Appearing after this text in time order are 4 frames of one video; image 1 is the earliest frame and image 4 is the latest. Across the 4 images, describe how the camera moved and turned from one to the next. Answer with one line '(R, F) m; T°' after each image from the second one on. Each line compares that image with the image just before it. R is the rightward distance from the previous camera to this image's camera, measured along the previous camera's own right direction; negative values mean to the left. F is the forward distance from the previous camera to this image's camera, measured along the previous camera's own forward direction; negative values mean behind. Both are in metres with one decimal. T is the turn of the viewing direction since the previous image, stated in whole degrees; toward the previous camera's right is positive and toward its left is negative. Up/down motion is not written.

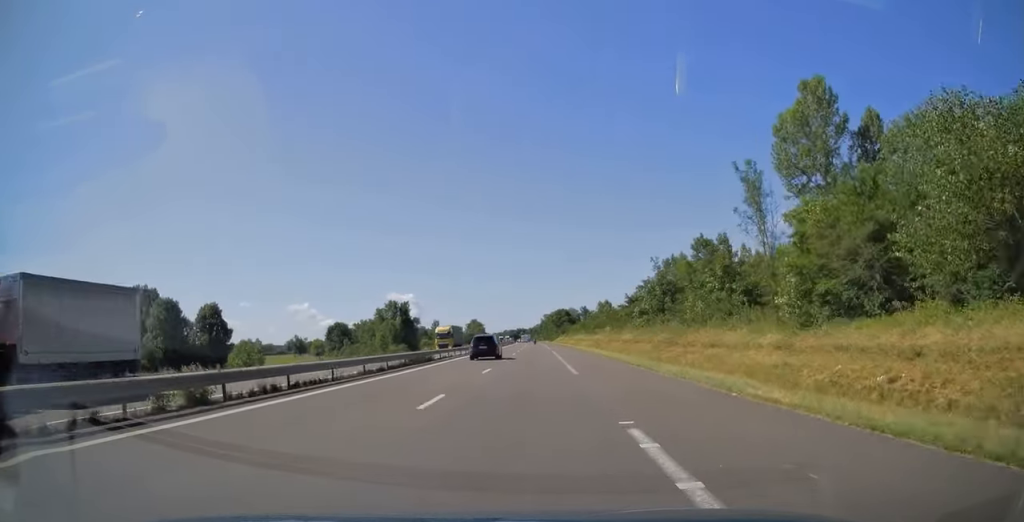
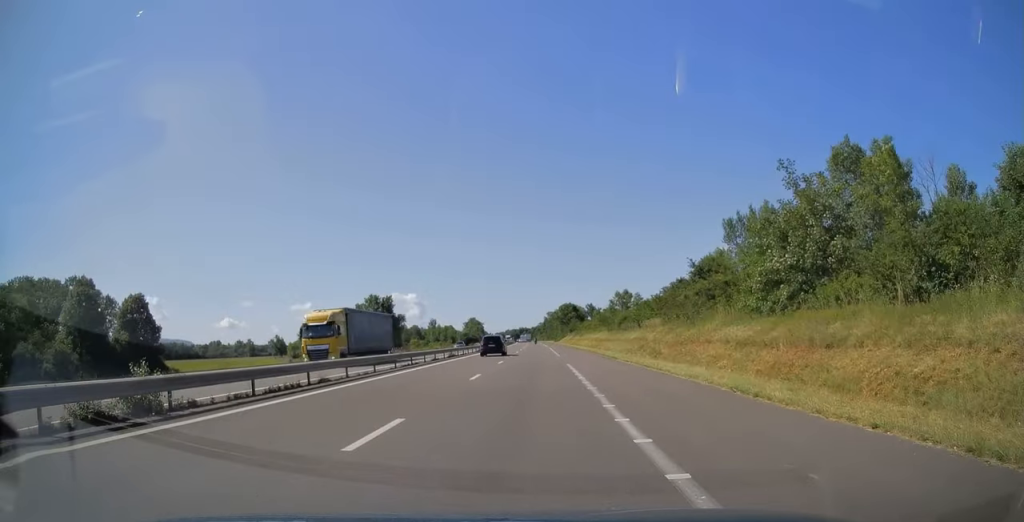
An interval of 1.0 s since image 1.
(0.0, +30.4) m; 0°
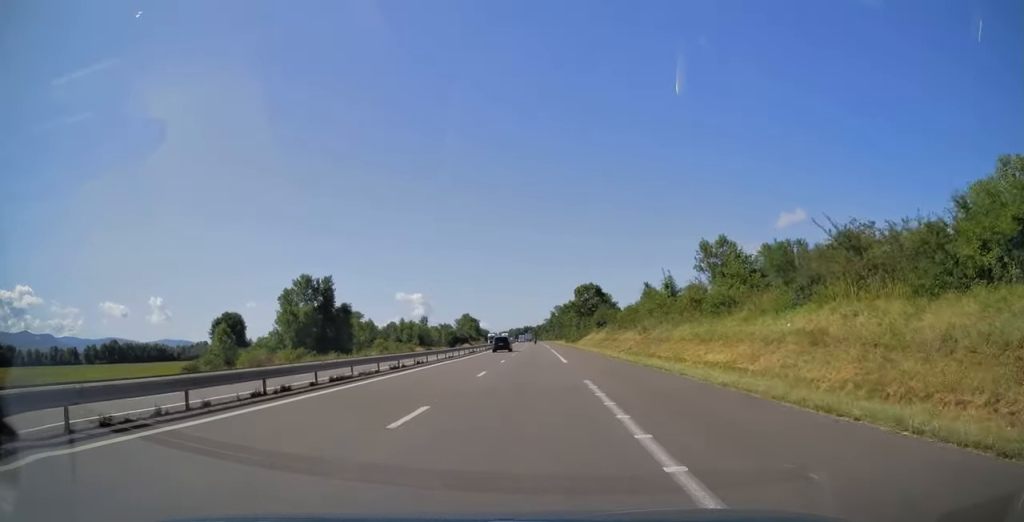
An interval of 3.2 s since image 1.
(-0.3, +63.1) m; -1°
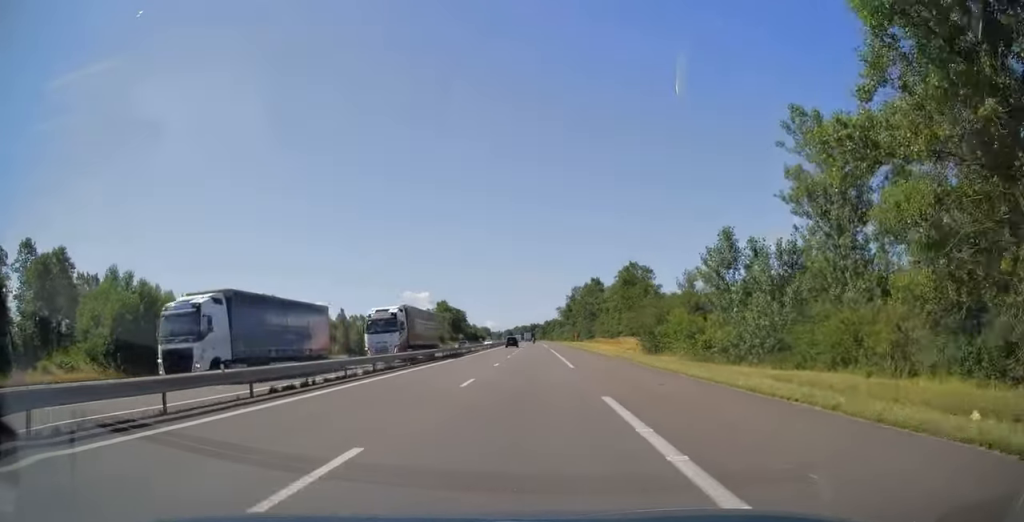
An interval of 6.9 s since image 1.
(-1.4, +109.2) m; -1°
